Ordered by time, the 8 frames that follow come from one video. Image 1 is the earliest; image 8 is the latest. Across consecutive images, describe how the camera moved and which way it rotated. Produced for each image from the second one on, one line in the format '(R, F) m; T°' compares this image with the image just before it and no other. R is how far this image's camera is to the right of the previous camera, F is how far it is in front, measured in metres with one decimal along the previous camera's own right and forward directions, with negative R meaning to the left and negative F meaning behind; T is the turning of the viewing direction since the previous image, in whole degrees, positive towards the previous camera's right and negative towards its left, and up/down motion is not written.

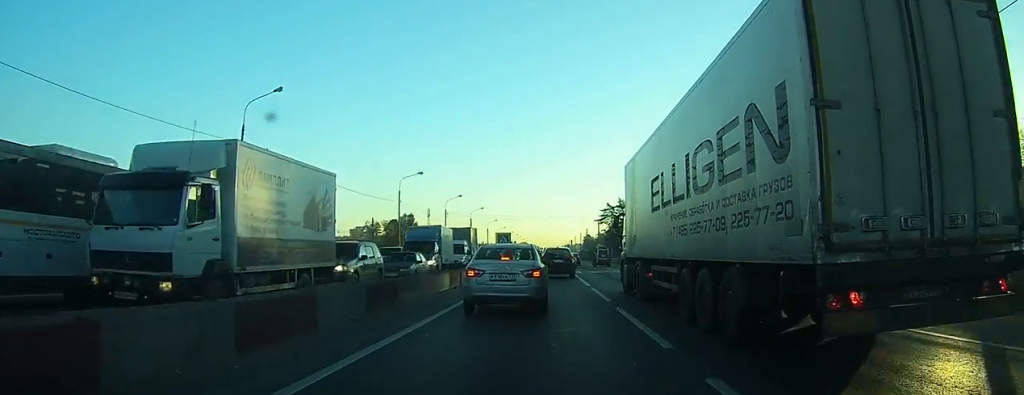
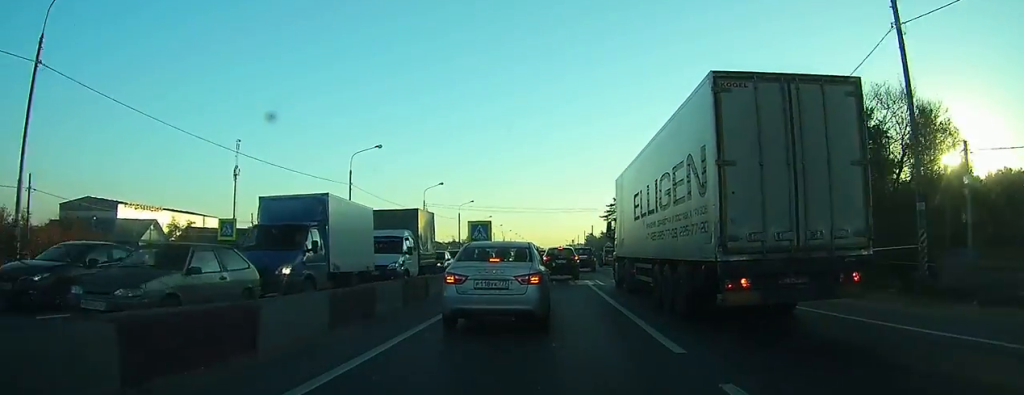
(-0.4, +17.8) m; -1°
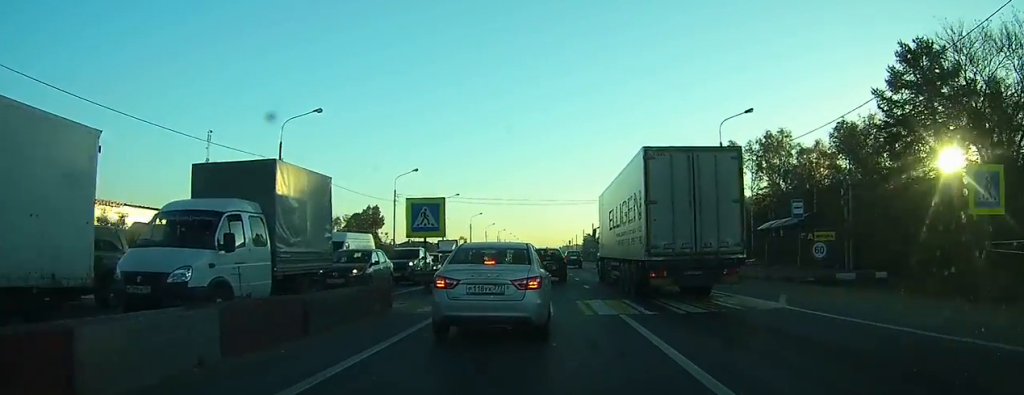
(0.0, +12.5) m; -1°
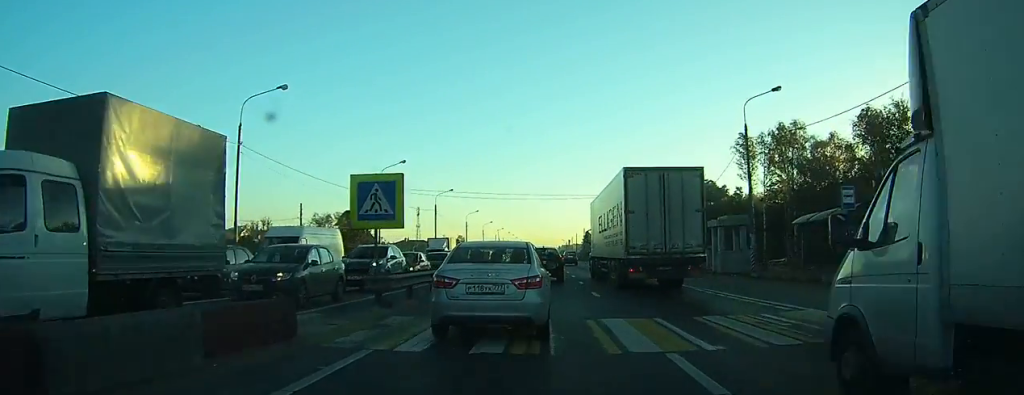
(-0.1, +4.9) m; 0°
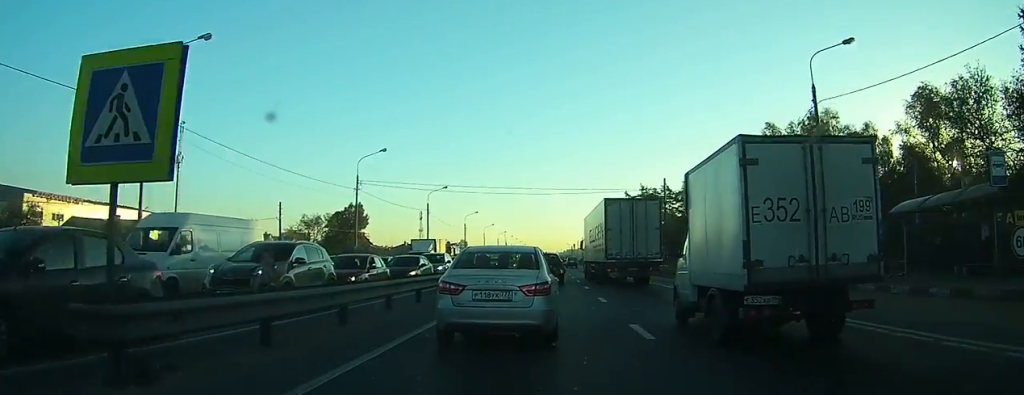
(+0.1, +8.8) m; 0°
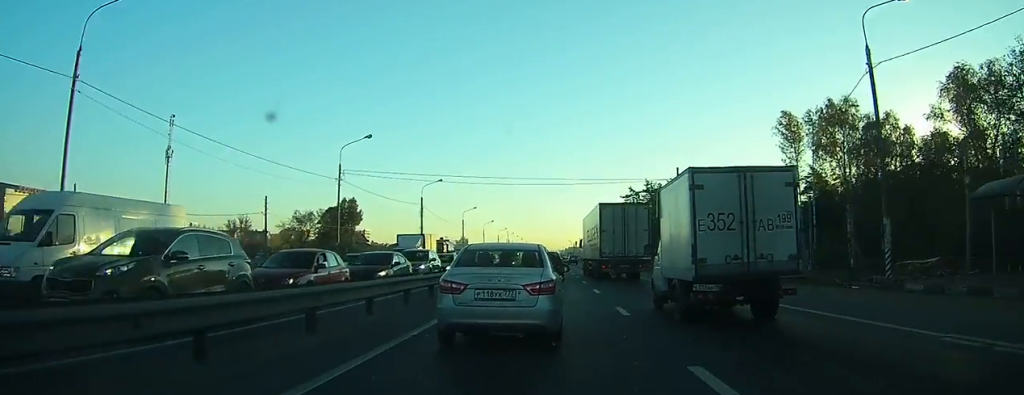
(0.0, +4.6) m; -1°
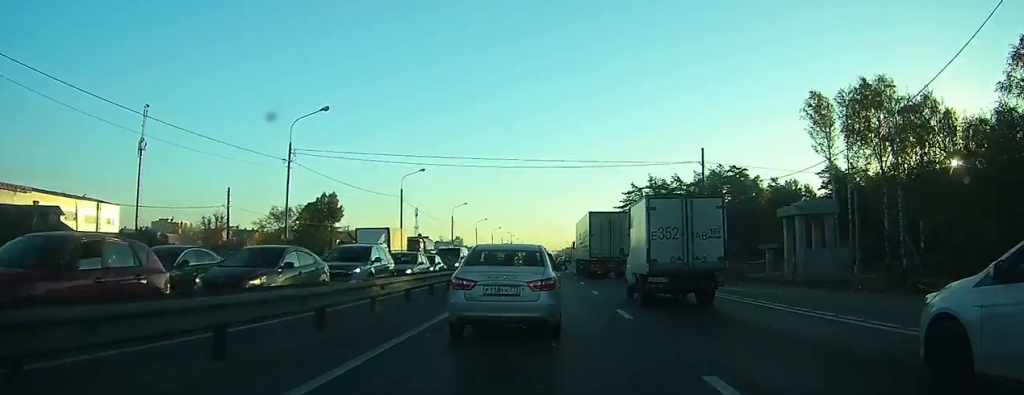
(-0.2, +8.7) m; -1°
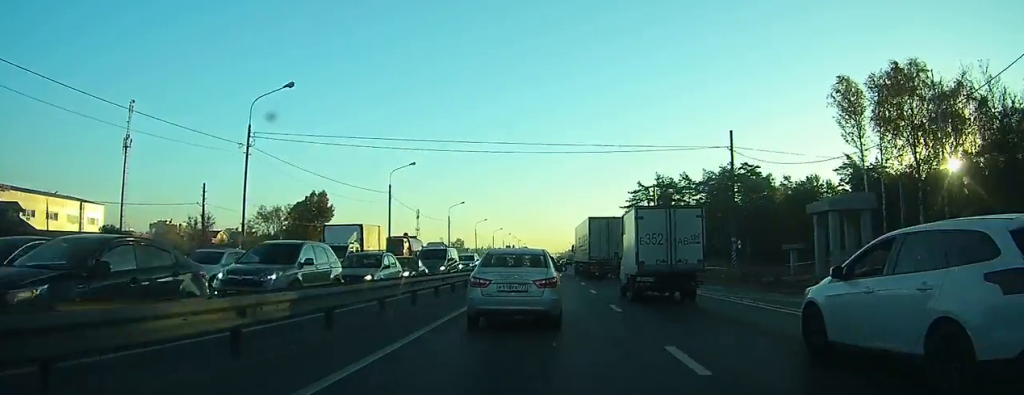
(0.0, +6.0) m; 0°
